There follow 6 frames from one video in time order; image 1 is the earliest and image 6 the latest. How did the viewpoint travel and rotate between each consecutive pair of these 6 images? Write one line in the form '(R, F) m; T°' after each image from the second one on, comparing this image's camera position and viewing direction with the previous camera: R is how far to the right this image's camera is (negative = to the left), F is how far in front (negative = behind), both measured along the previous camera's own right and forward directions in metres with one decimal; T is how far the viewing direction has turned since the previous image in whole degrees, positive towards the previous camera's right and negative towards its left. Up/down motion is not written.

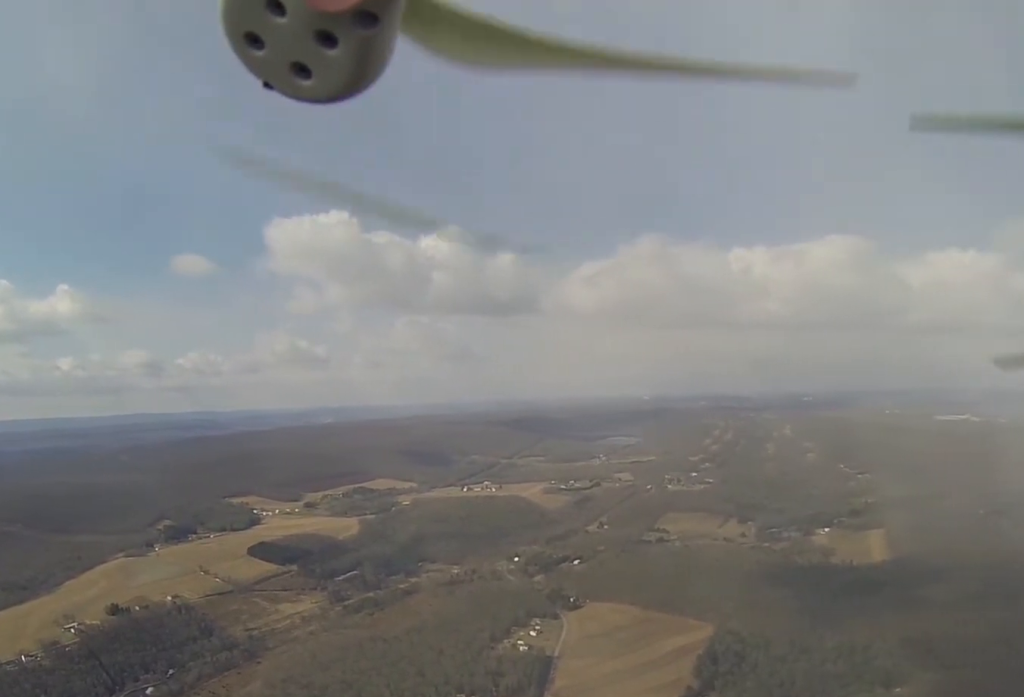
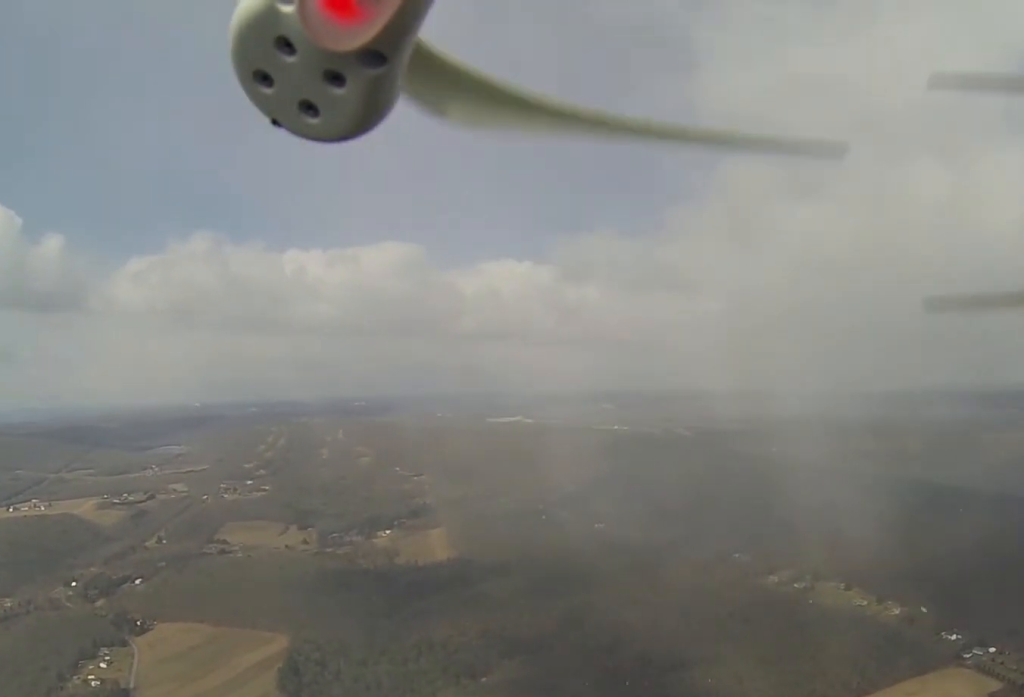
(+2.0, +8.1) m; +26°
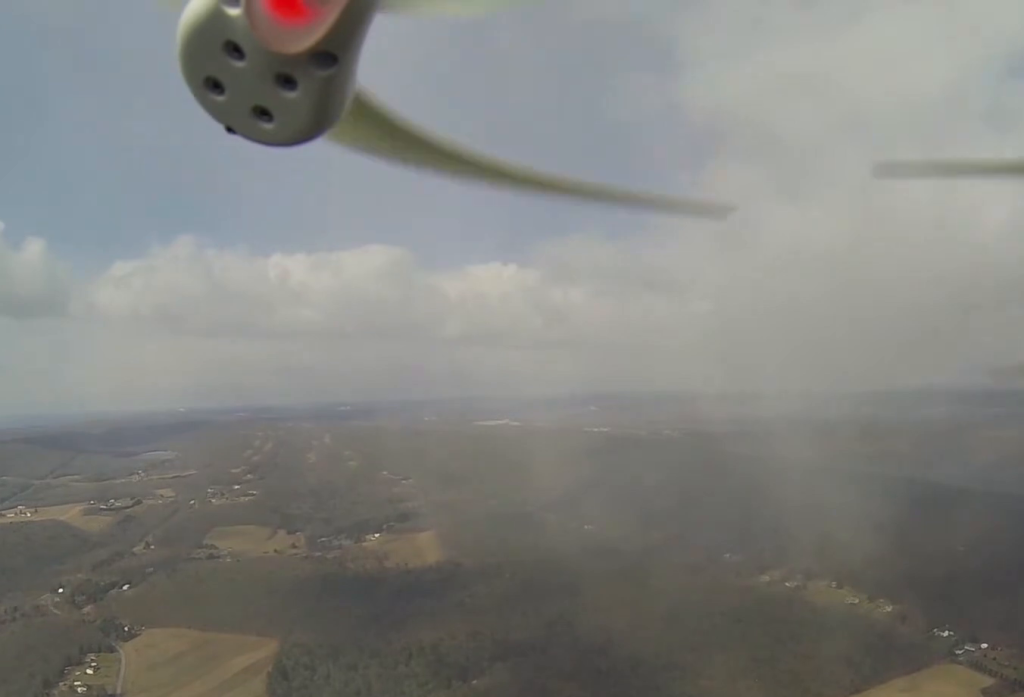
(+0.5, +5.0) m; +8°
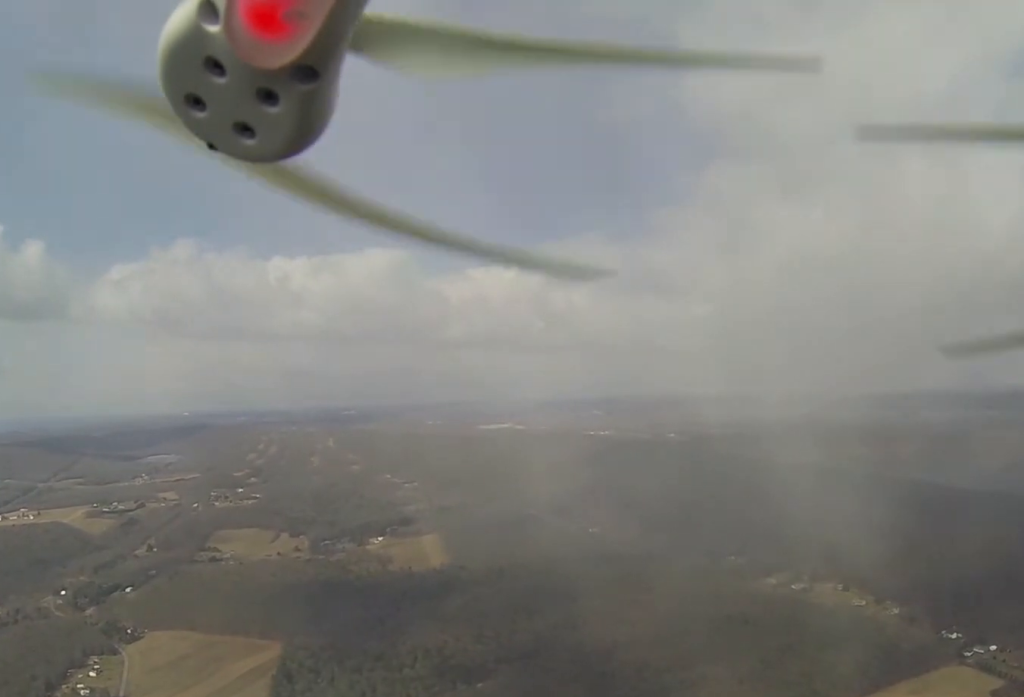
(+0.3, +6.2) m; +7°
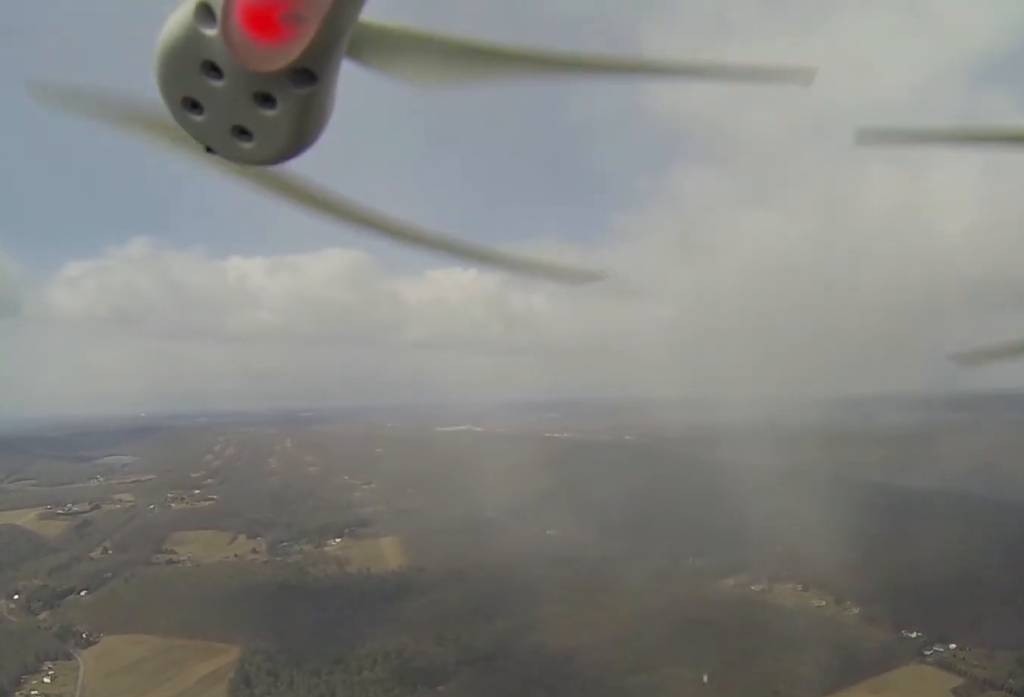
(+0.1, +3.2) m; +4°
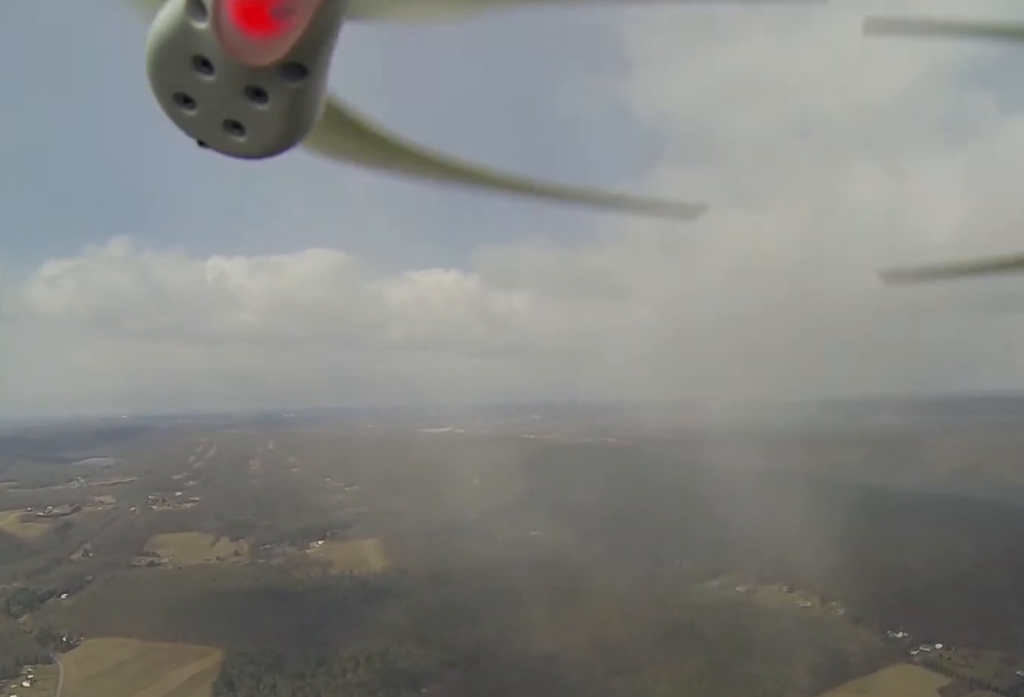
(+0.1, +4.9) m; +6°
